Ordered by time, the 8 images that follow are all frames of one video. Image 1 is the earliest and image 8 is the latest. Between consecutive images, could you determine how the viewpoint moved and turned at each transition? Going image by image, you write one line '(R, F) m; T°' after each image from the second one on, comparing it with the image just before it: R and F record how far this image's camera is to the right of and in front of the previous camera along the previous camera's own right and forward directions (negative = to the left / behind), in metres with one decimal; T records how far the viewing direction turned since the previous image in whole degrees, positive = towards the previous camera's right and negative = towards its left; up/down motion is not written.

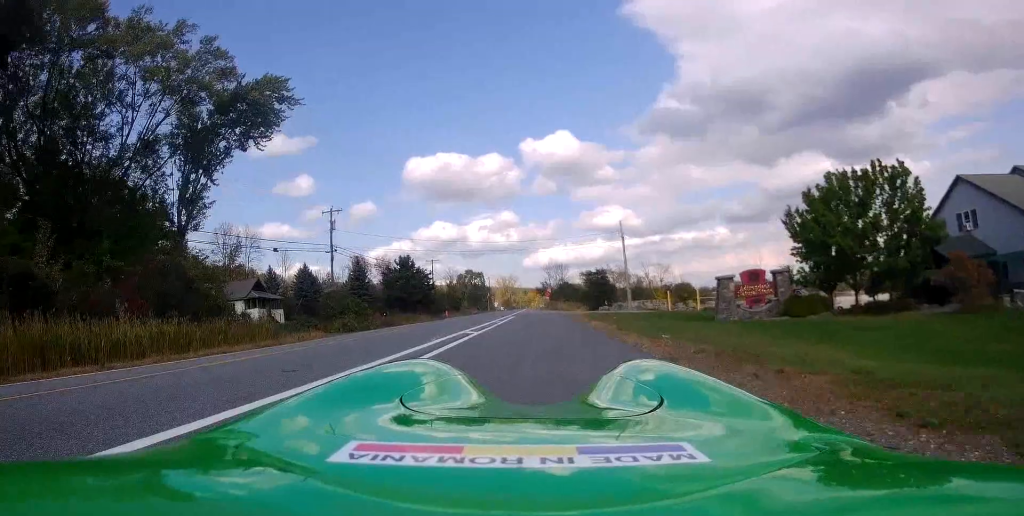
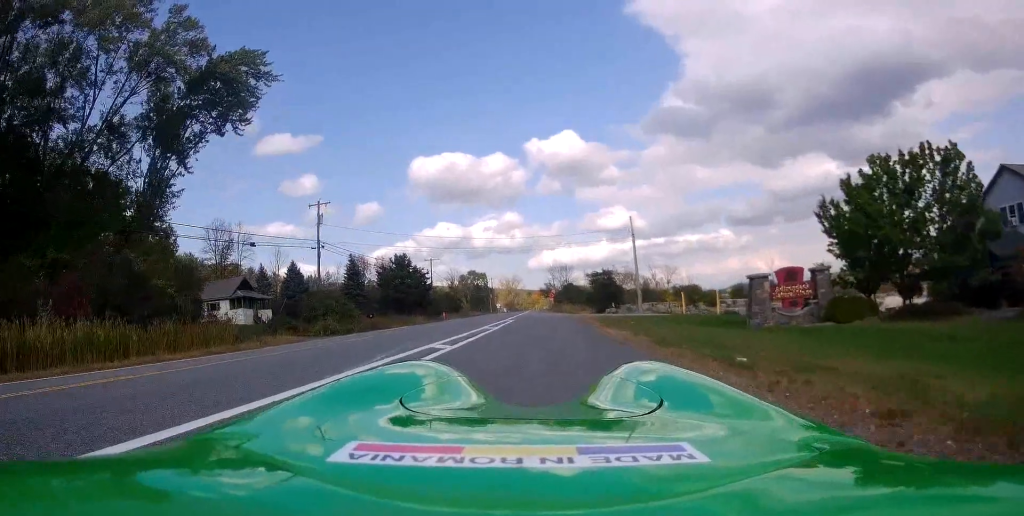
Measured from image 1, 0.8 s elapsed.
(0.0, +4.7) m; 0°
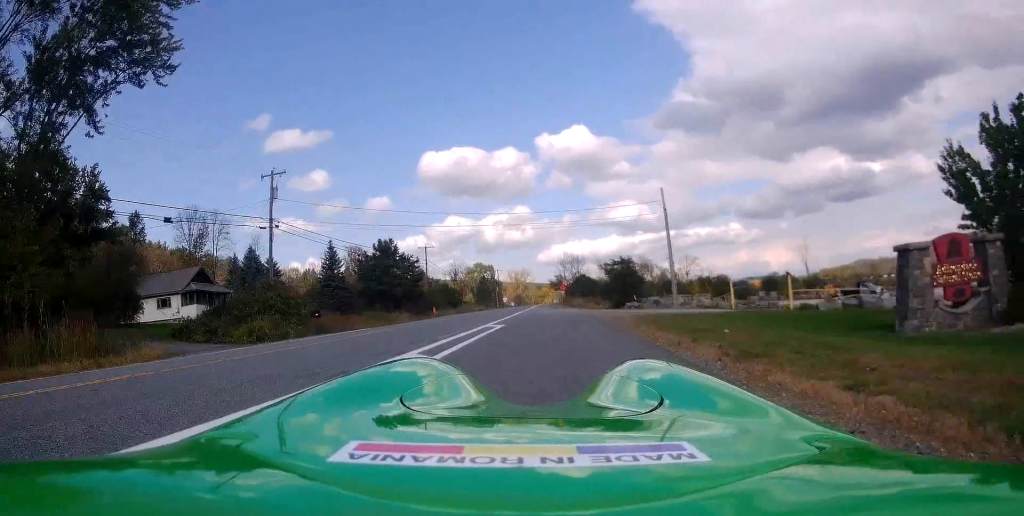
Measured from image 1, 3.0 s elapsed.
(0.0, +11.9) m; 0°
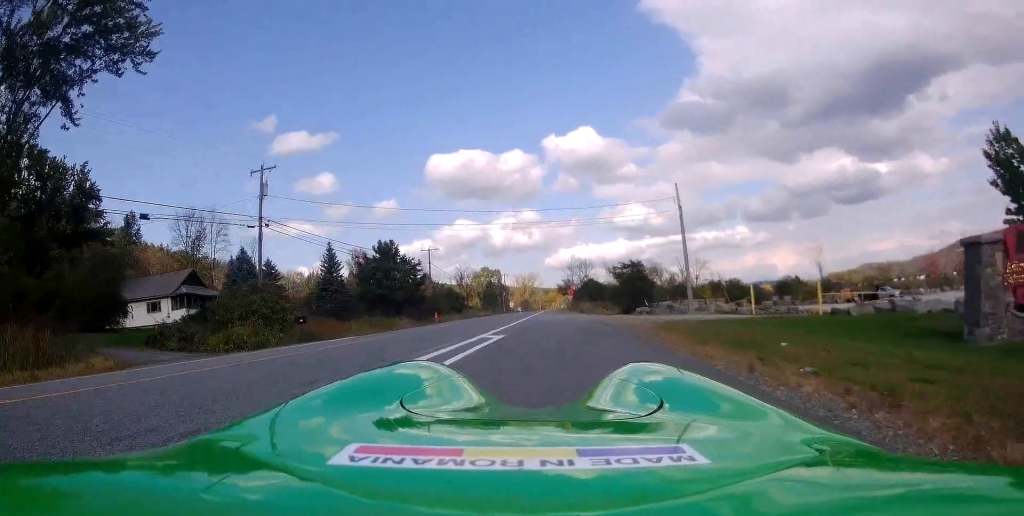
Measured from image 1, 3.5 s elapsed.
(0.0, +2.9) m; 0°
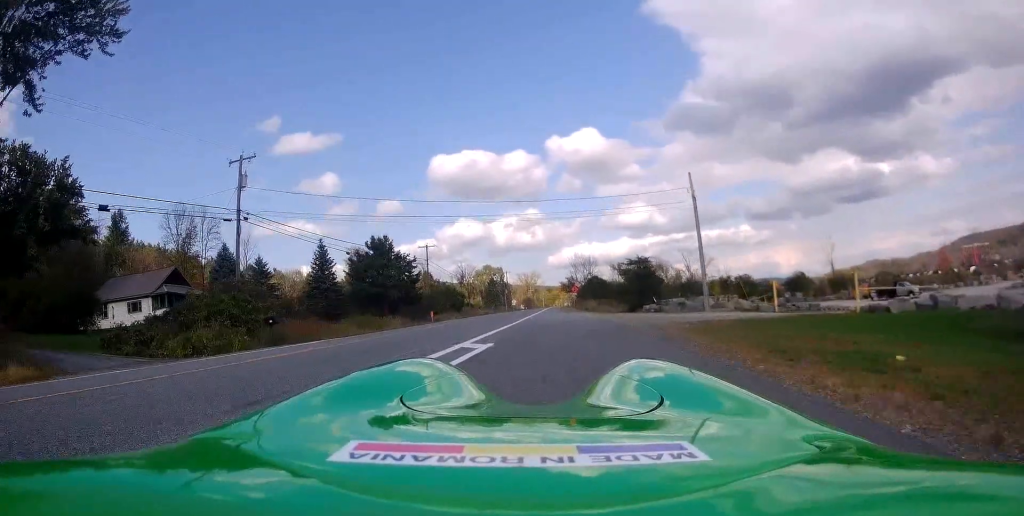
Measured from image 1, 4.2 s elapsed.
(0.0, +3.6) m; 0°
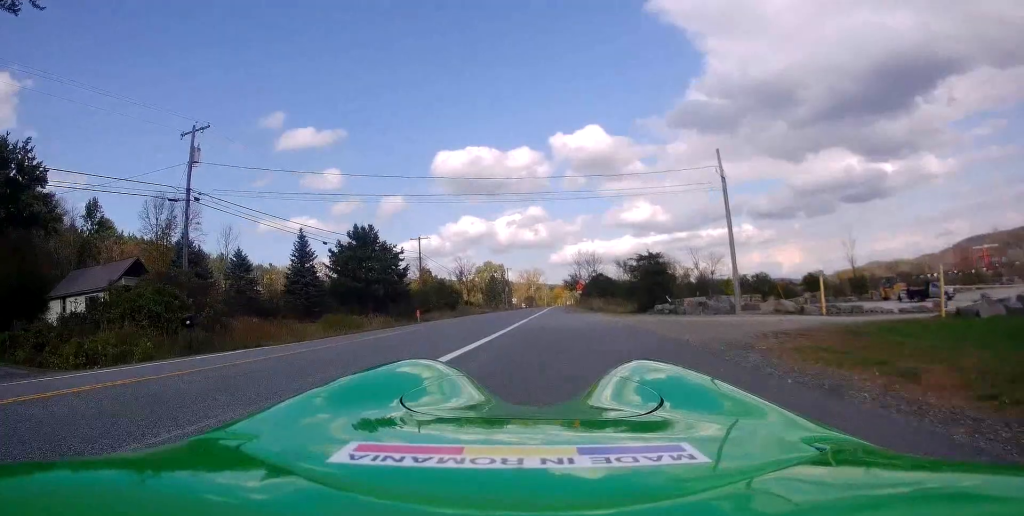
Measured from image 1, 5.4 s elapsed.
(0.0, +6.5) m; 0°
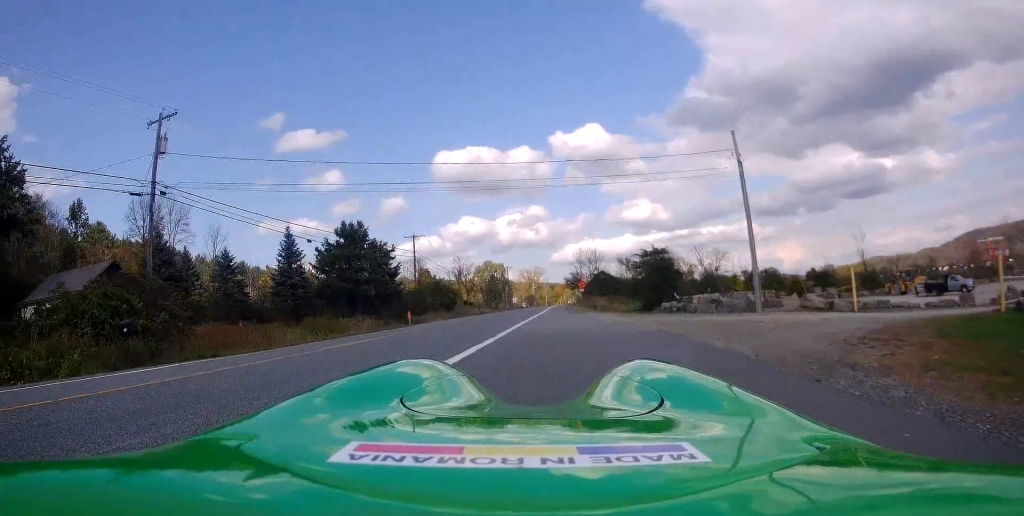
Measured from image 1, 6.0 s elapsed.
(0.0, +3.4) m; 0°
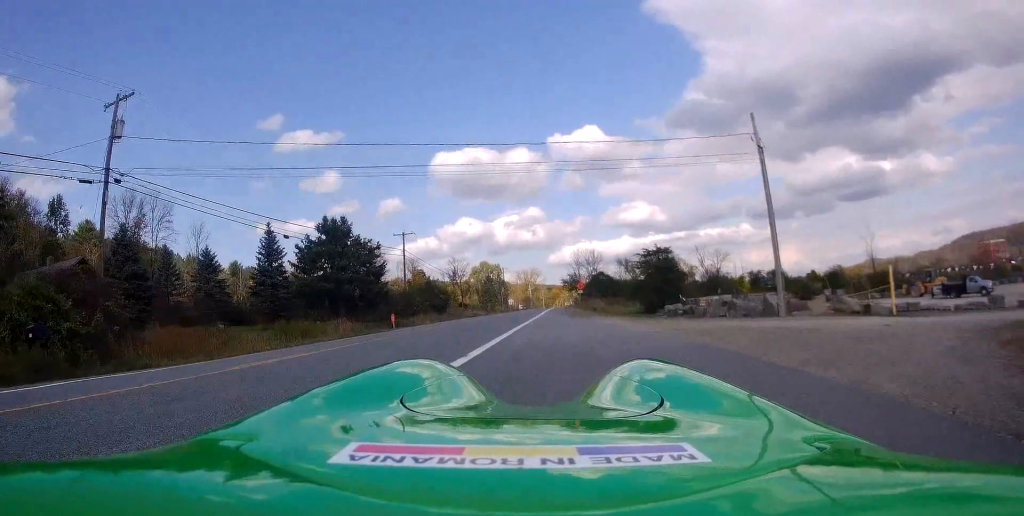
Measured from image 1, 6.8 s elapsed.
(0.0, +3.8) m; -3°
